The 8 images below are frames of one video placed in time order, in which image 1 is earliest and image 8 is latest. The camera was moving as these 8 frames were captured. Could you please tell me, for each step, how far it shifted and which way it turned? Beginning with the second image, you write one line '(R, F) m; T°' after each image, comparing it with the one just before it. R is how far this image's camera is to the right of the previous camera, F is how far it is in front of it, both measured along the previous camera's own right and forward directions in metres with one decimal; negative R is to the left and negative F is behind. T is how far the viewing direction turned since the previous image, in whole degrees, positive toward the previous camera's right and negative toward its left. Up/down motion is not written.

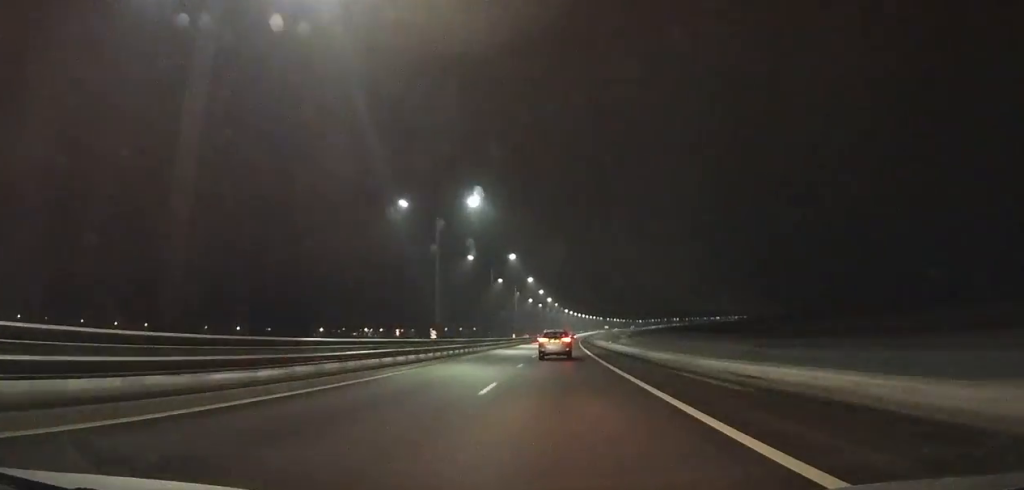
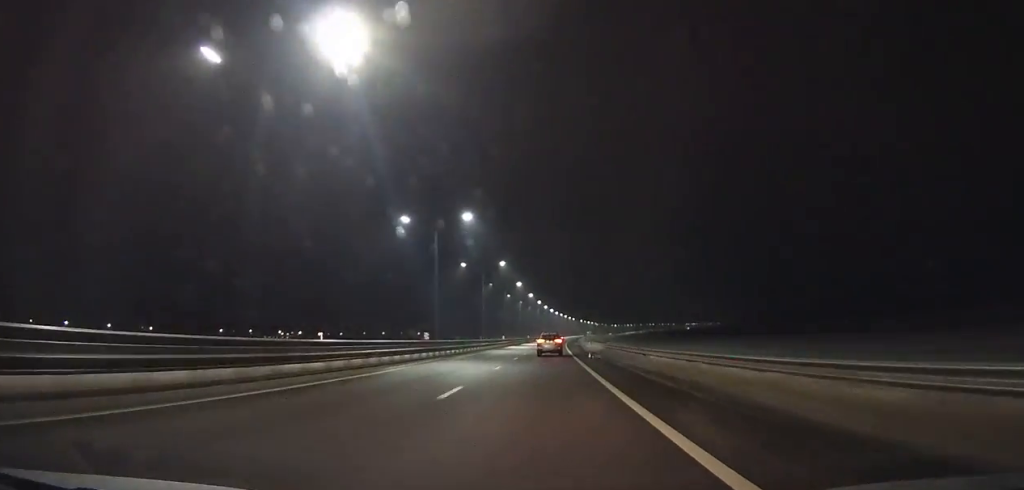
(+4.4, +145.3) m; +3°
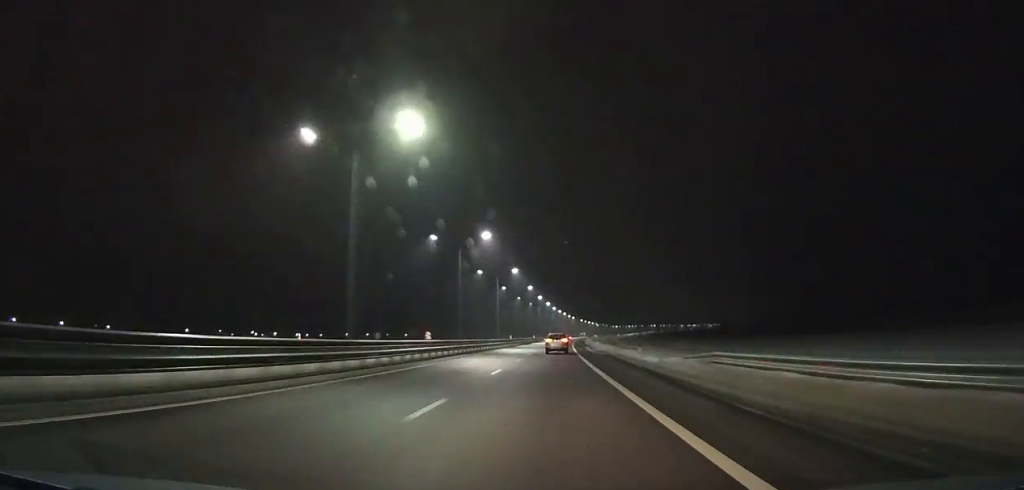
(+0.3, +50.6) m; +1°
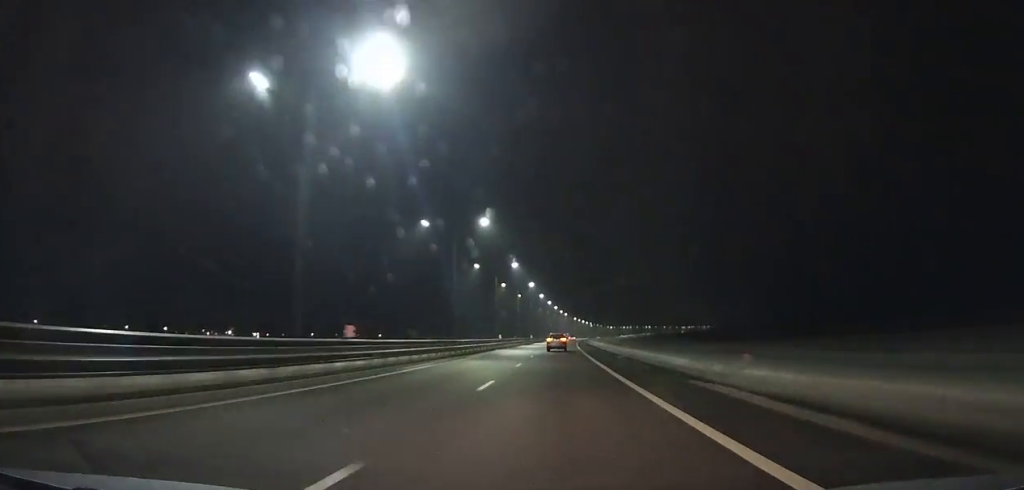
(+0.5, +67.1) m; +1°
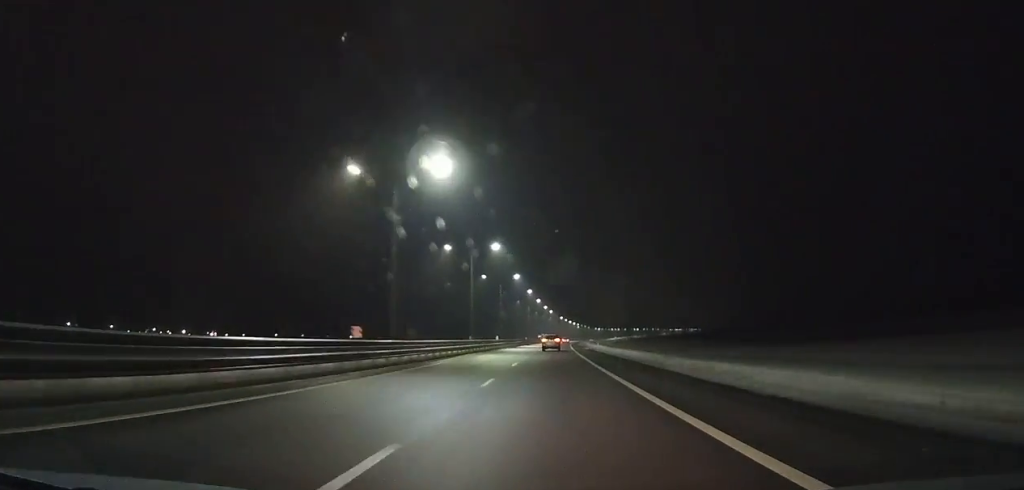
(+0.5, +46.0) m; +1°
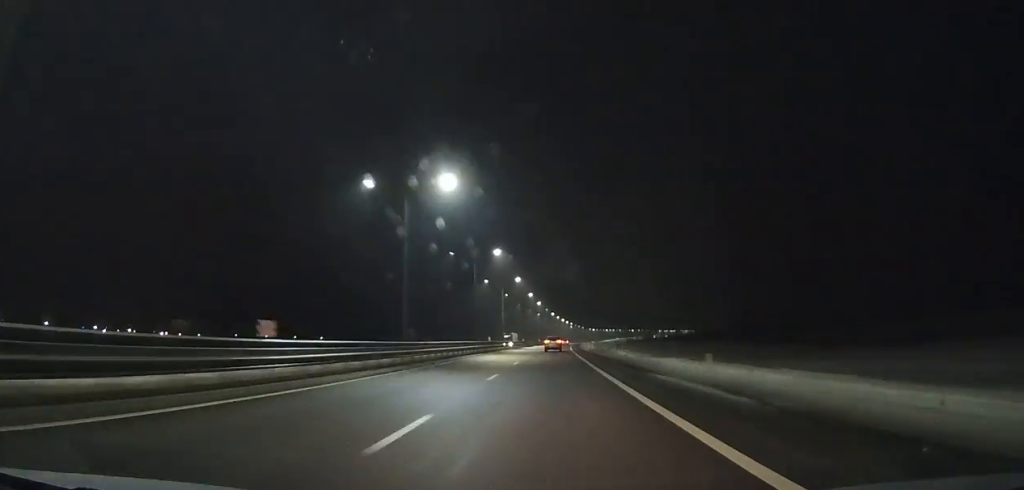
(+0.6, +57.2) m; +1°
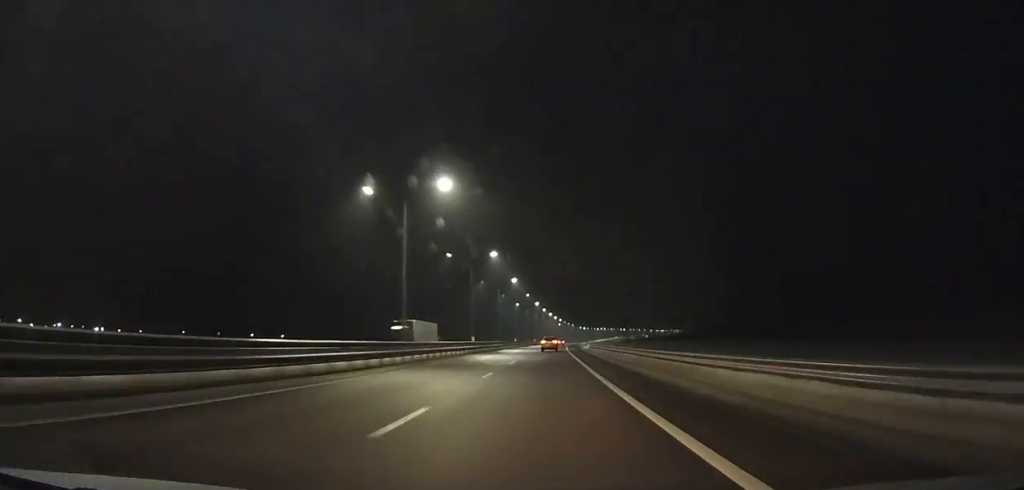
(+0.5, +60.3) m; +1°
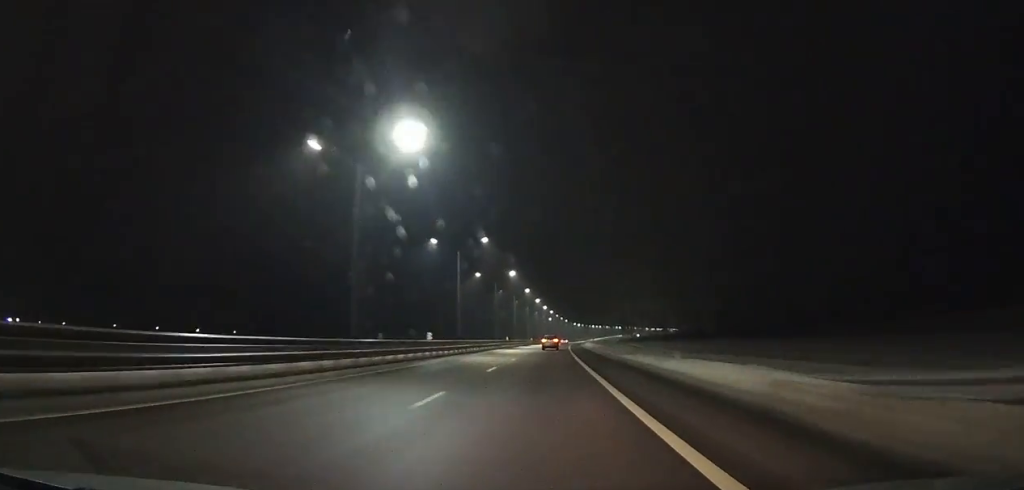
(+0.6, +69.2) m; +1°
